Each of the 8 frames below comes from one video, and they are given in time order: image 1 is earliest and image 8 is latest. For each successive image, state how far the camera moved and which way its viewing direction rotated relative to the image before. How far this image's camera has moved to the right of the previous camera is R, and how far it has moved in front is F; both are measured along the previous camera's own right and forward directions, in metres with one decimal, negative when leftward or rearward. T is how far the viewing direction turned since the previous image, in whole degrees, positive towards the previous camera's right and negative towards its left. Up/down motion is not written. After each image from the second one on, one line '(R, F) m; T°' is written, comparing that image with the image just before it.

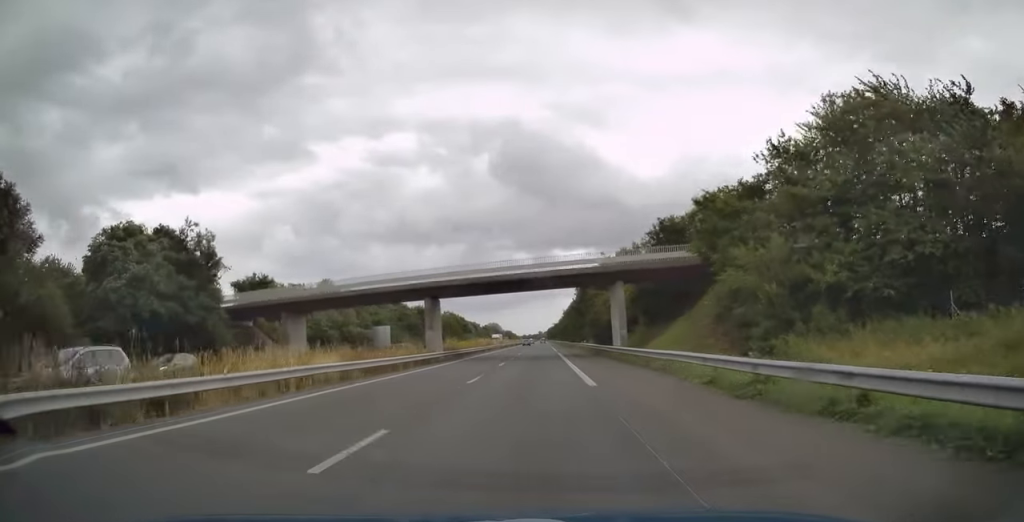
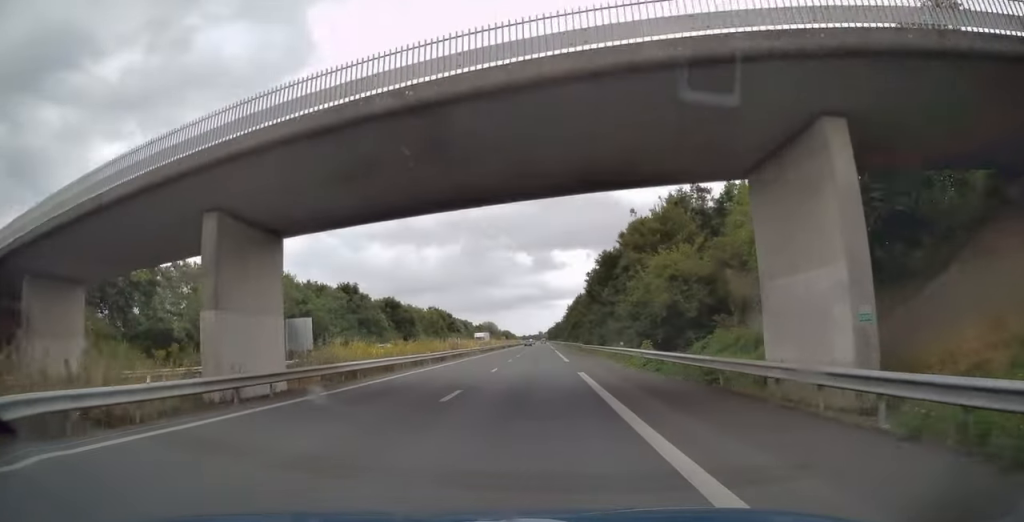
(+0.3, +31.2) m; 0°
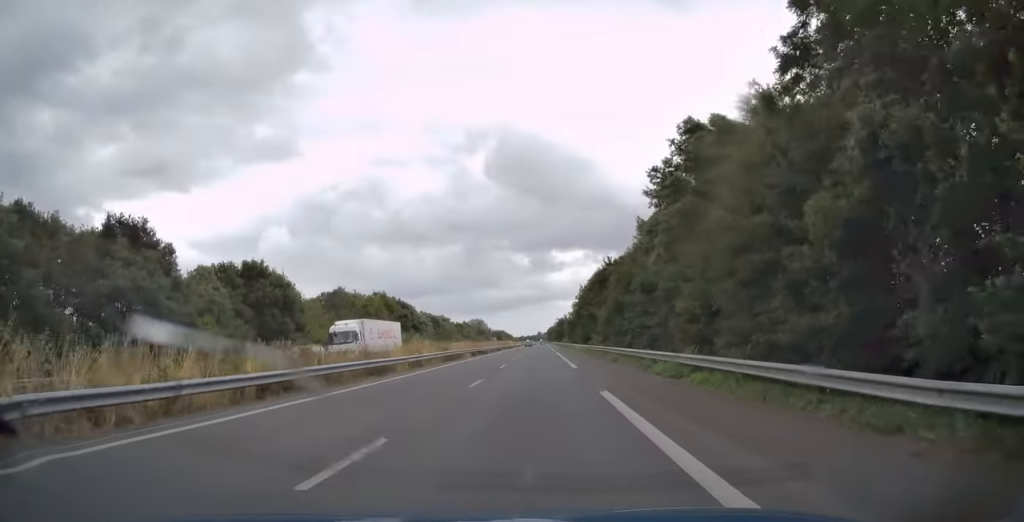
(0.0, +59.6) m; 0°
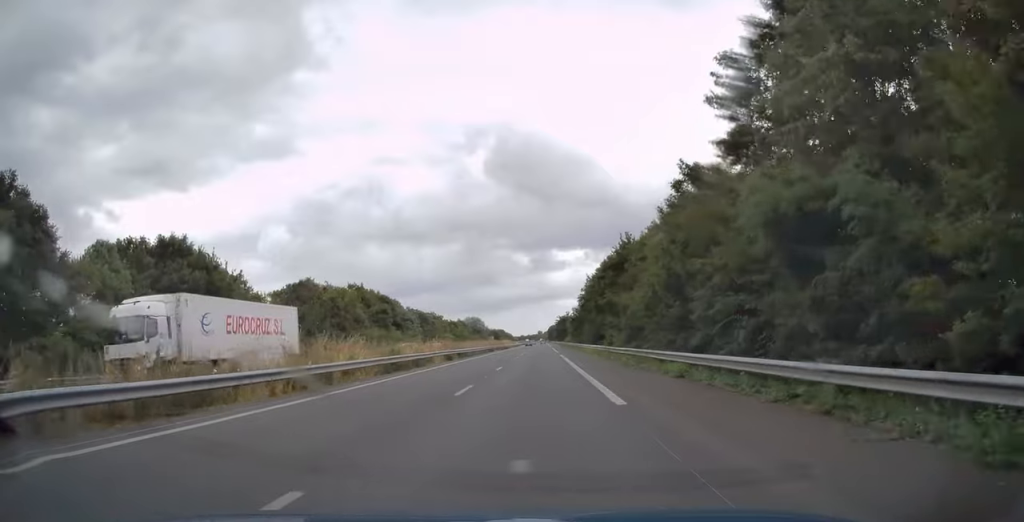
(-0.2, +16.0) m; 0°
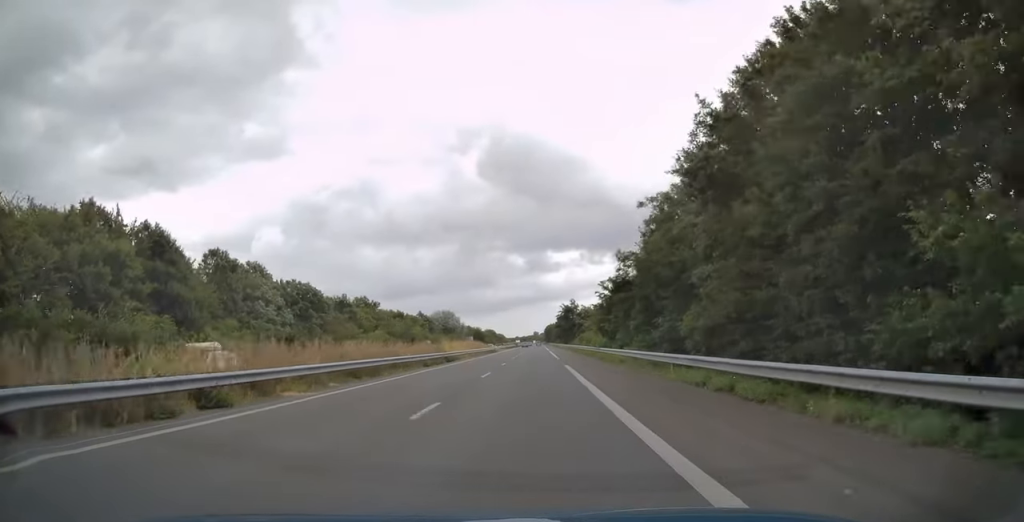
(+0.1, +68.6) m; +1°
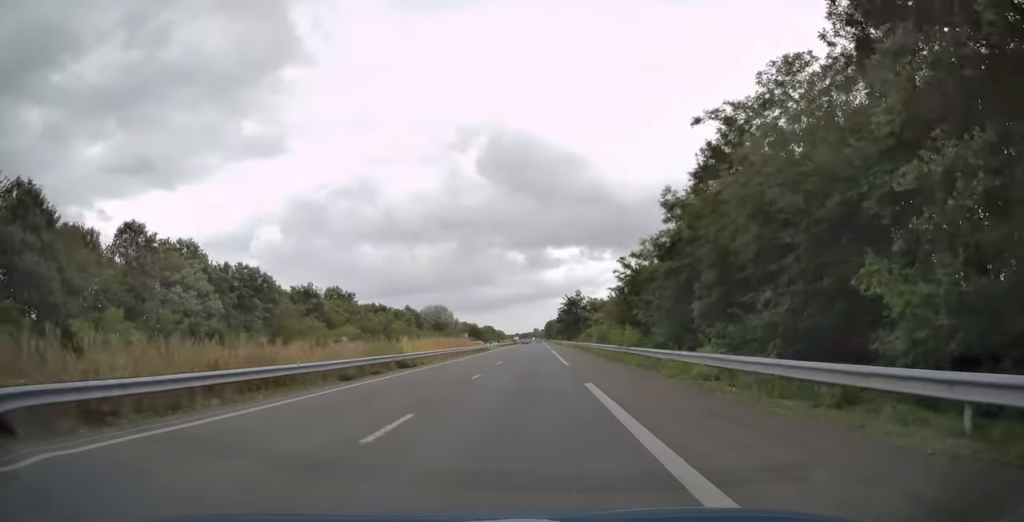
(+0.1, +15.6) m; 0°
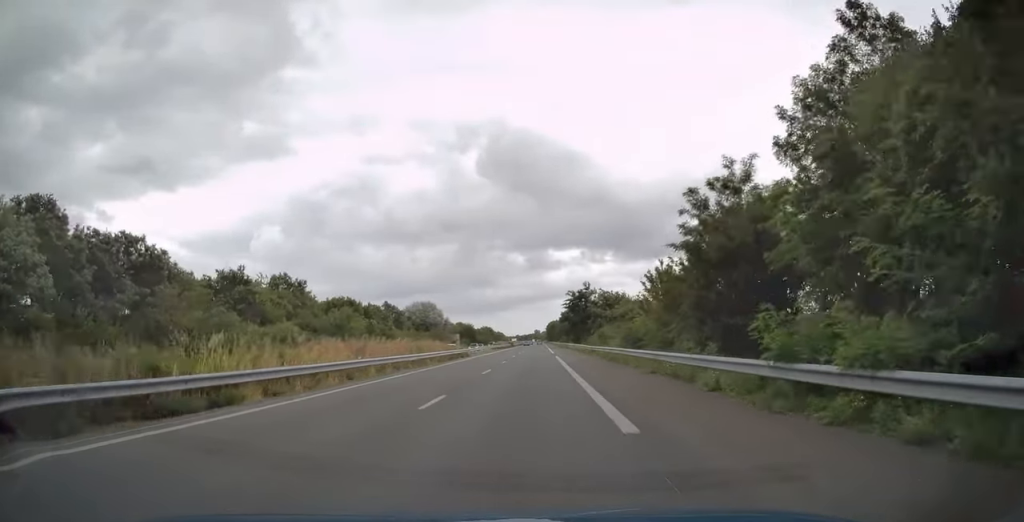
(+0.1, +21.5) m; 0°
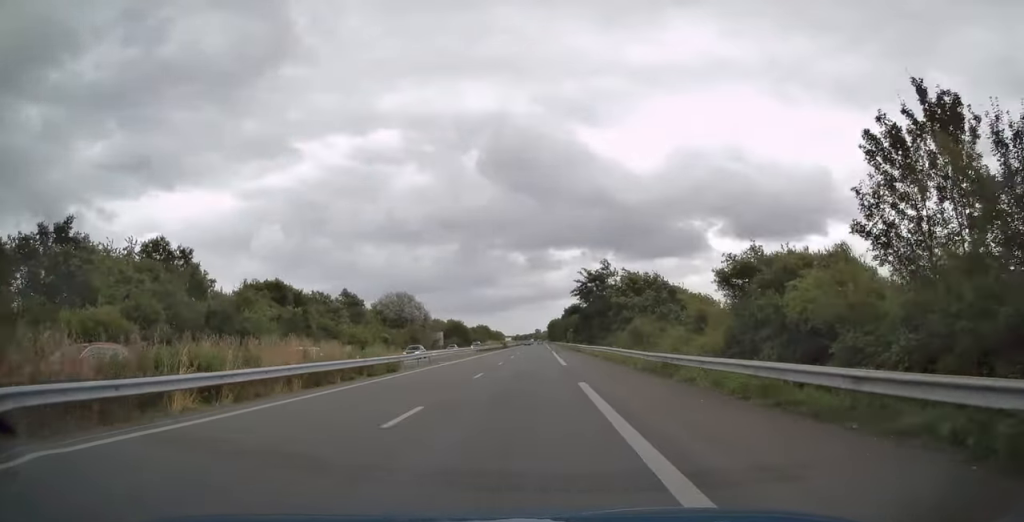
(-0.3, +28.4) m; 0°
